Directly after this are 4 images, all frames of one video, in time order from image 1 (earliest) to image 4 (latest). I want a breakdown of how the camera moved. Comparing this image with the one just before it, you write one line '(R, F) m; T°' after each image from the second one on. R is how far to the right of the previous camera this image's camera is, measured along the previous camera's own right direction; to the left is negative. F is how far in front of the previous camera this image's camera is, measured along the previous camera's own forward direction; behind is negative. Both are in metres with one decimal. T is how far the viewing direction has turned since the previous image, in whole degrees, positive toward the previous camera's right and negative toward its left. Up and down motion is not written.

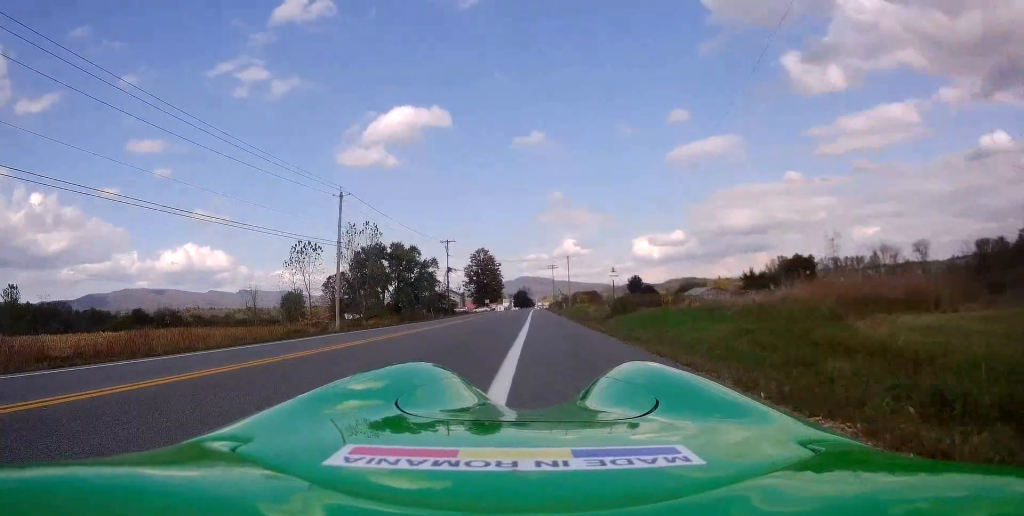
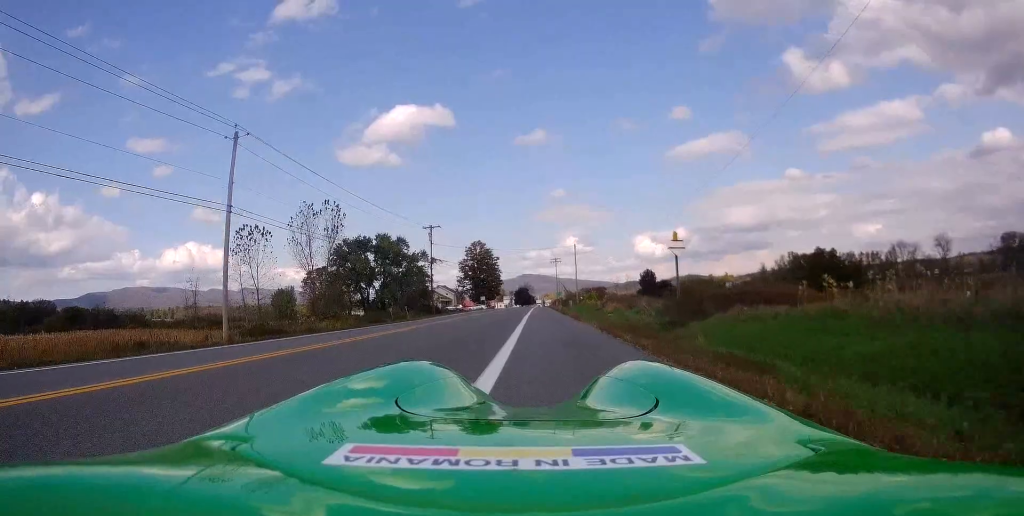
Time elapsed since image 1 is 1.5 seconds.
(-0.2, +15.3) m; -2°
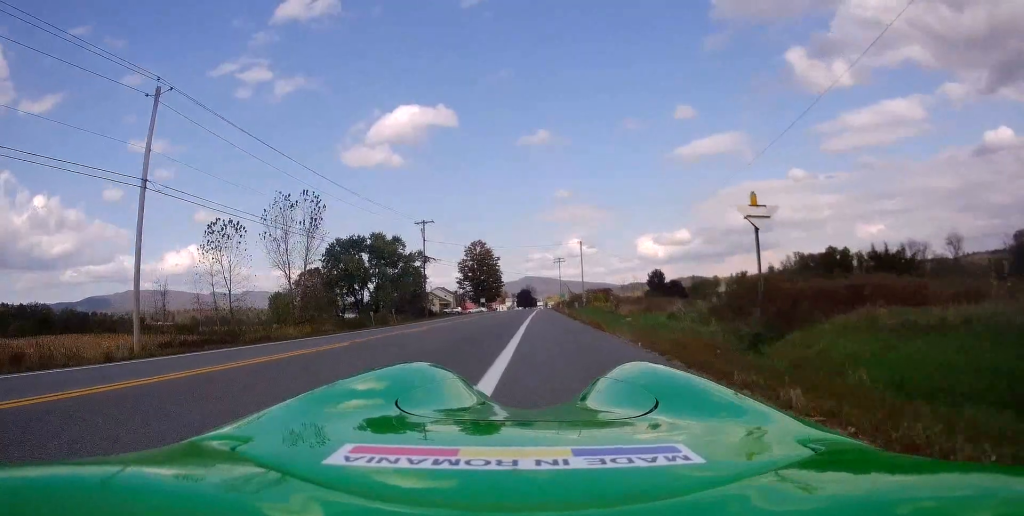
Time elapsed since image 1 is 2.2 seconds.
(+0.2, +6.7) m; +1°
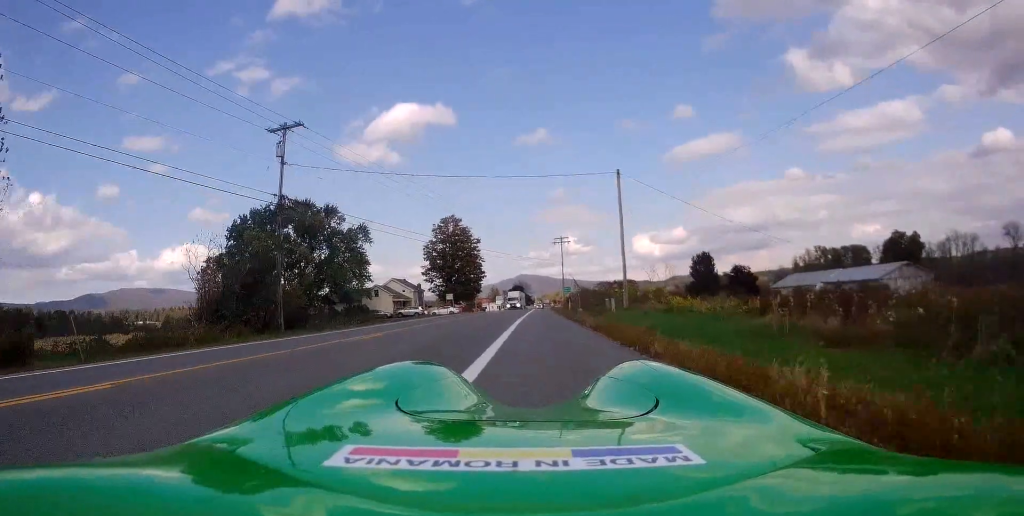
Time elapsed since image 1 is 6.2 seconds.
(-0.1, +39.9) m; -2°
